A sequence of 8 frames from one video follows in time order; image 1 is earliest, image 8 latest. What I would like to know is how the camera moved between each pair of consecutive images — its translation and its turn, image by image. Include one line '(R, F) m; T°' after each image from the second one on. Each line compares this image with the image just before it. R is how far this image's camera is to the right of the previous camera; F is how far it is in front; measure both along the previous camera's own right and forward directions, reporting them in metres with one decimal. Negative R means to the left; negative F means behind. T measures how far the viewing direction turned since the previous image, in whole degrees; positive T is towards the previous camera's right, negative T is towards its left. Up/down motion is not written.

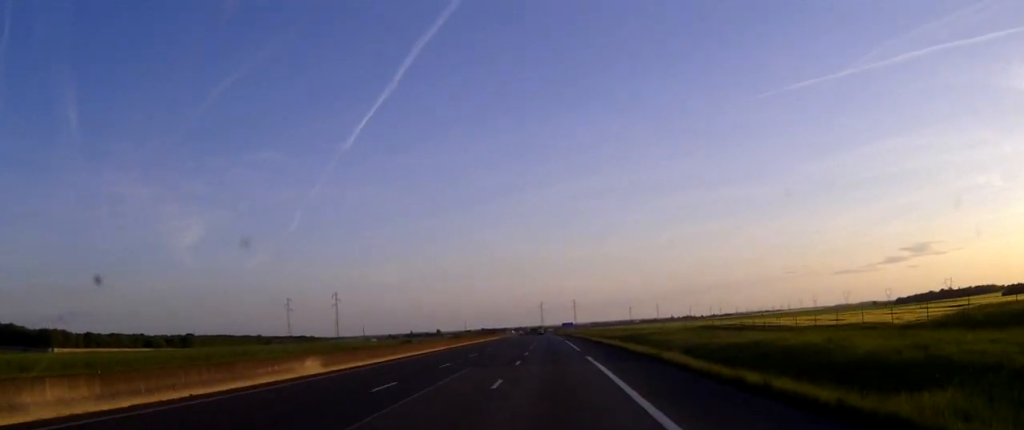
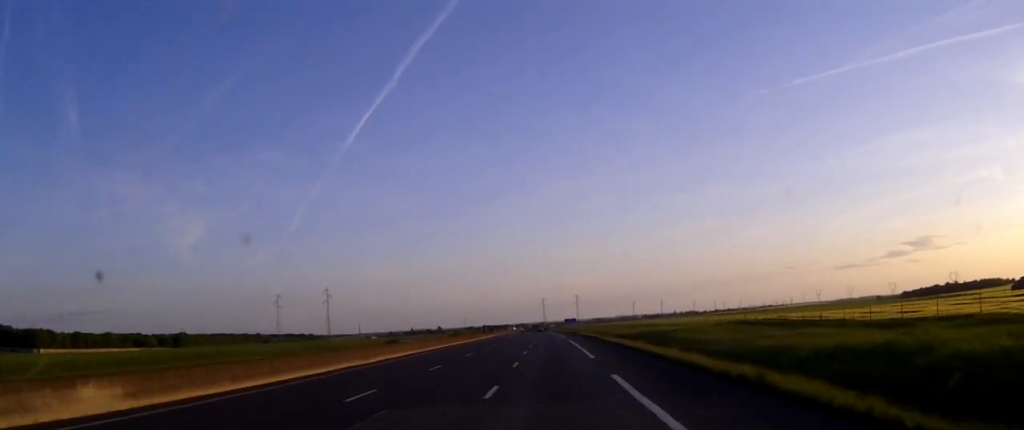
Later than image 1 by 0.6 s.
(0.0, +16.3) m; 0°
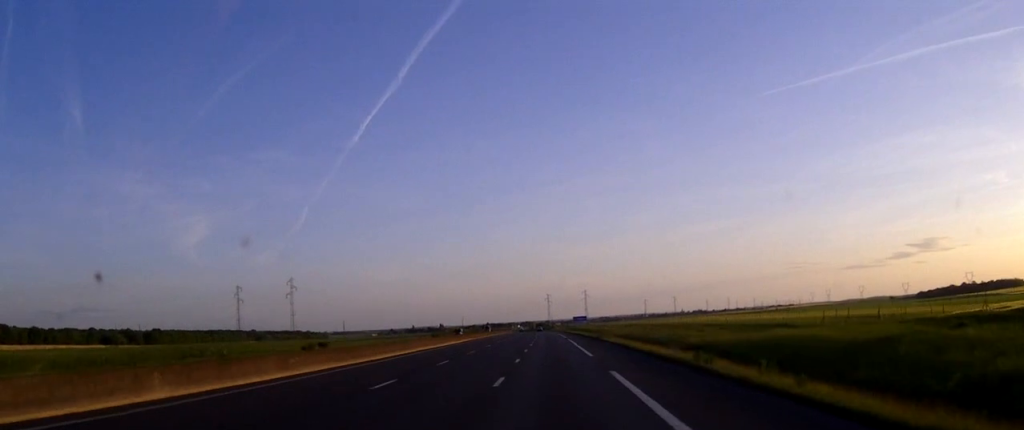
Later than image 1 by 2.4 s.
(-0.3, +49.8) m; 0°
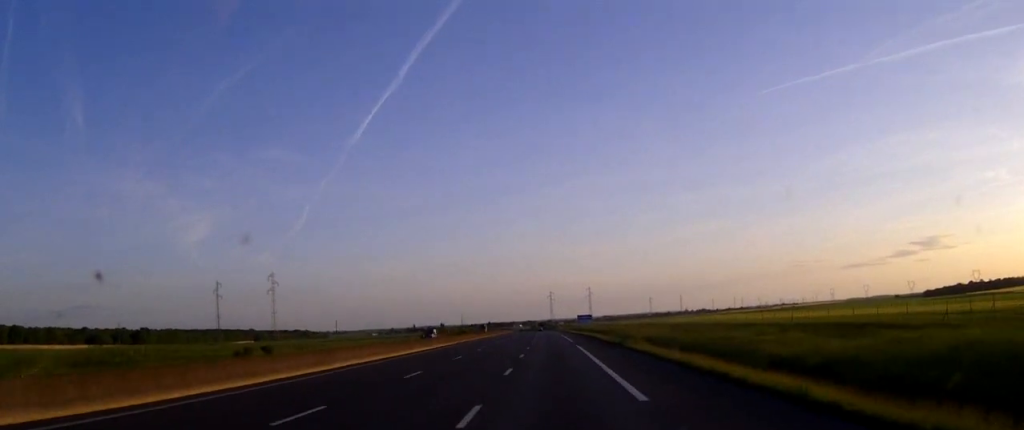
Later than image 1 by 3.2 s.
(0.0, +20.8) m; 0°
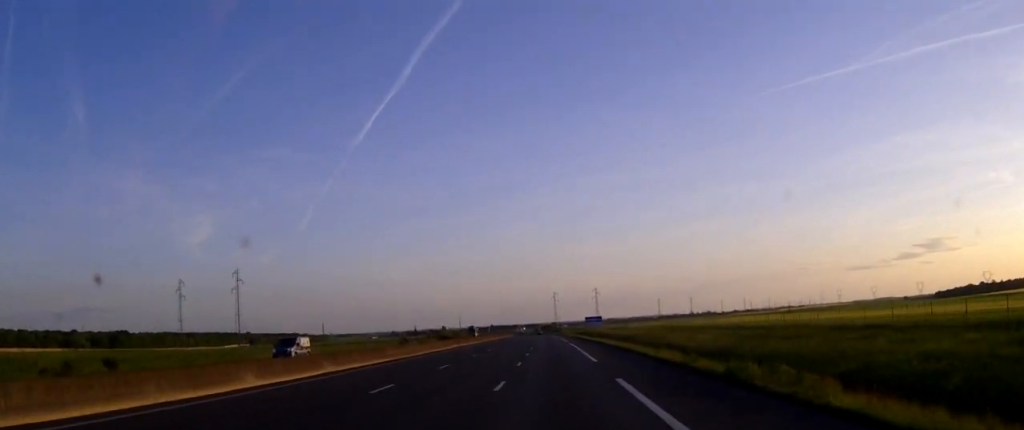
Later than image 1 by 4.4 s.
(-0.1, +31.8) m; 0°
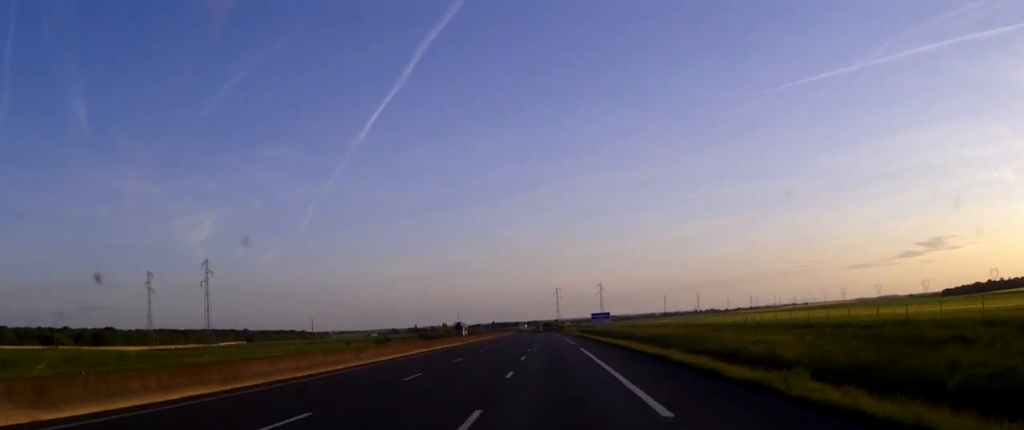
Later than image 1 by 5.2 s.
(-0.1, +21.9) m; 0°
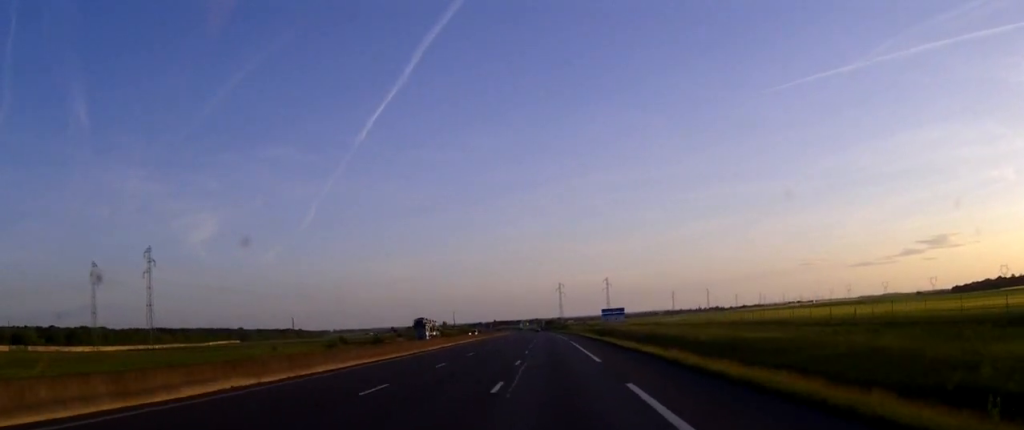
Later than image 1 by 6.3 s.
(0.0, +31.9) m; 0°
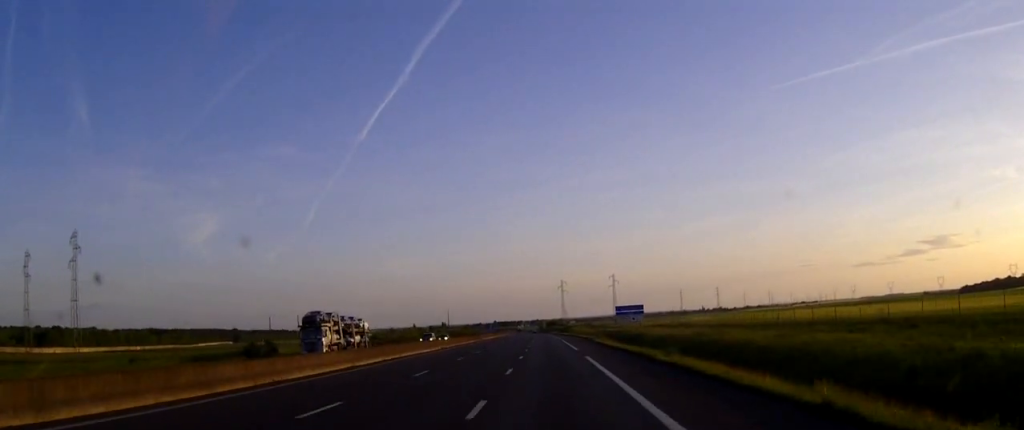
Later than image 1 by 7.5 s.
(-0.1, +31.0) m; 0°
